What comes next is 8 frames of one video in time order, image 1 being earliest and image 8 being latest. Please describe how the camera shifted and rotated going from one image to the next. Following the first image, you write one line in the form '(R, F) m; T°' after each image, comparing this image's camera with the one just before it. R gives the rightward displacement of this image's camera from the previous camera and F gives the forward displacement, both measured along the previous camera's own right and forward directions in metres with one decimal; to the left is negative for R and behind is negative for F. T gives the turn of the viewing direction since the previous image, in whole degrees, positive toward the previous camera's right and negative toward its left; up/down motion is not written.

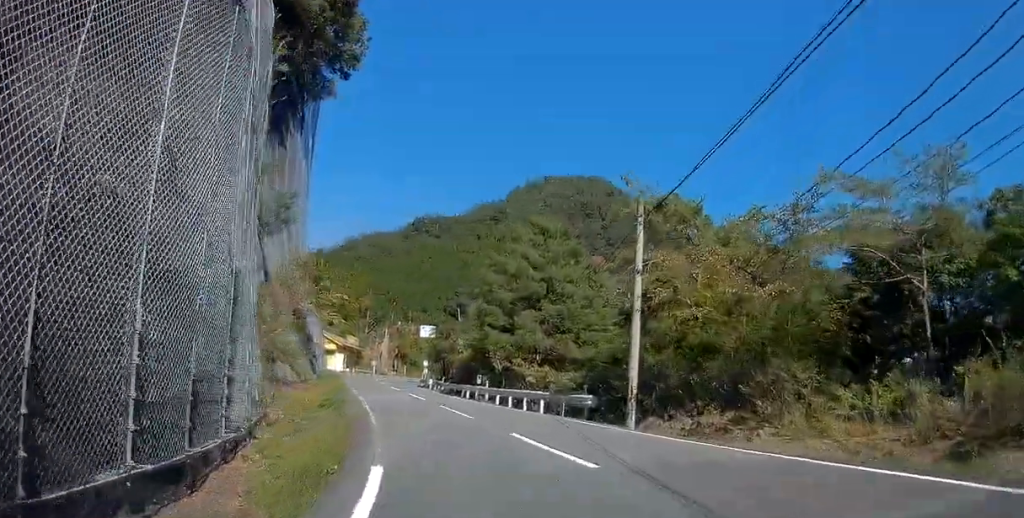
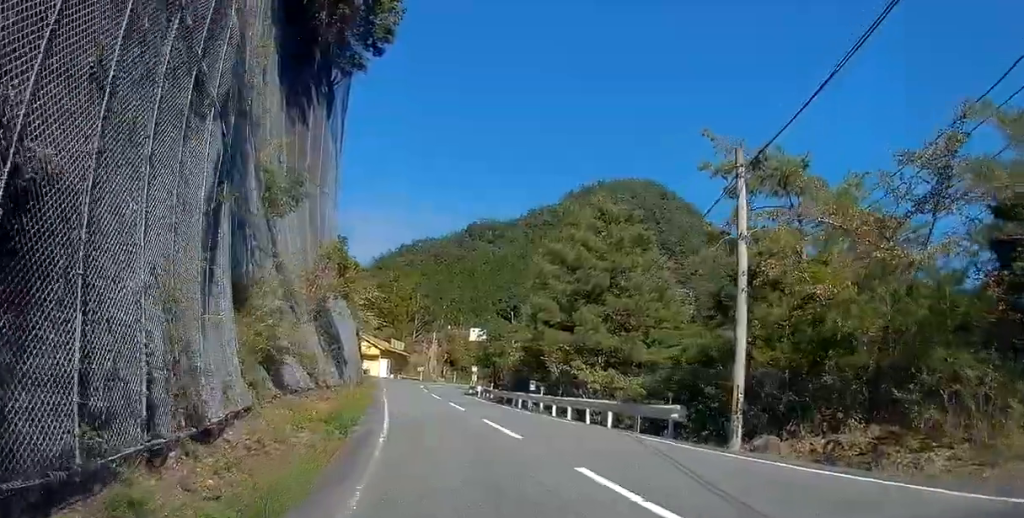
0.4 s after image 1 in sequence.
(-0.8, +4.6) m; -6°
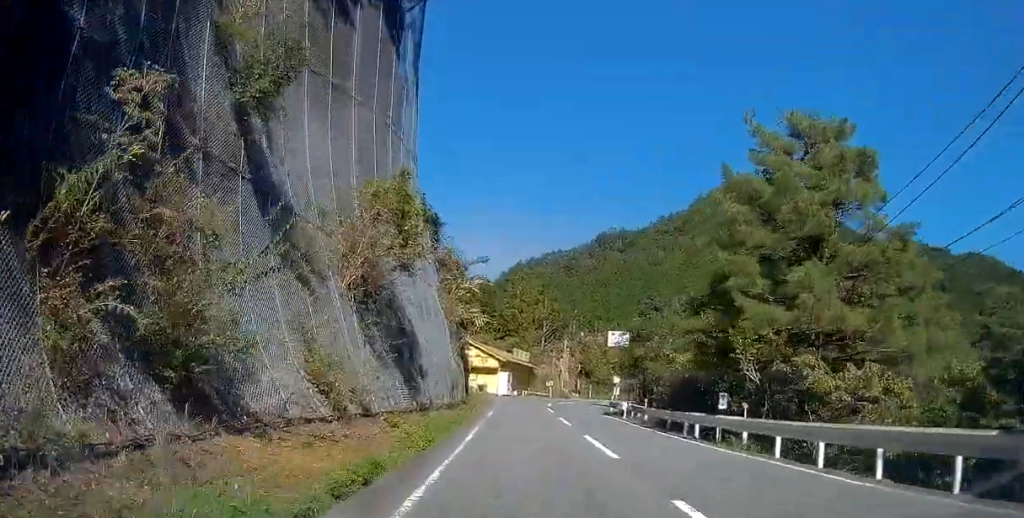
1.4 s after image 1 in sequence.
(-1.6, +11.3) m; -11°
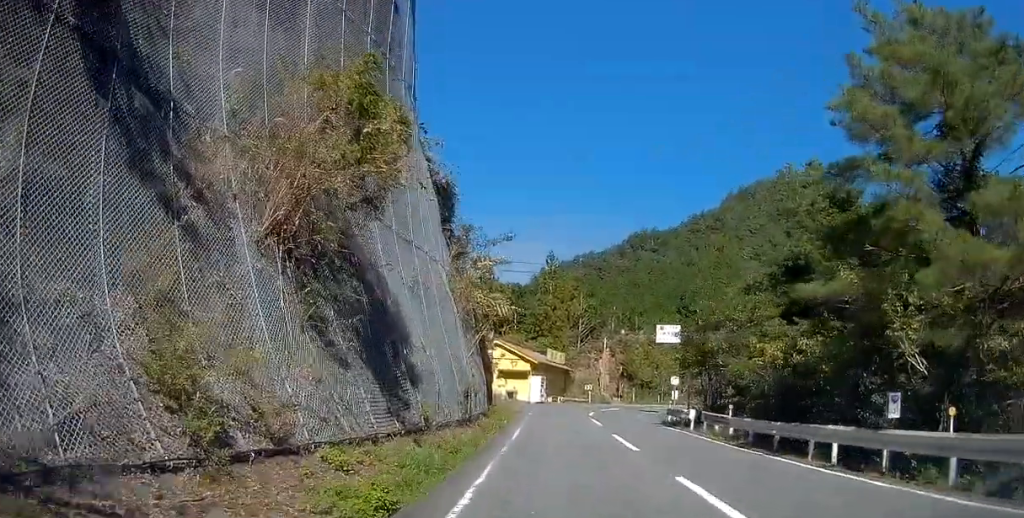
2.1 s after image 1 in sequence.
(-0.3, +7.1) m; -3°
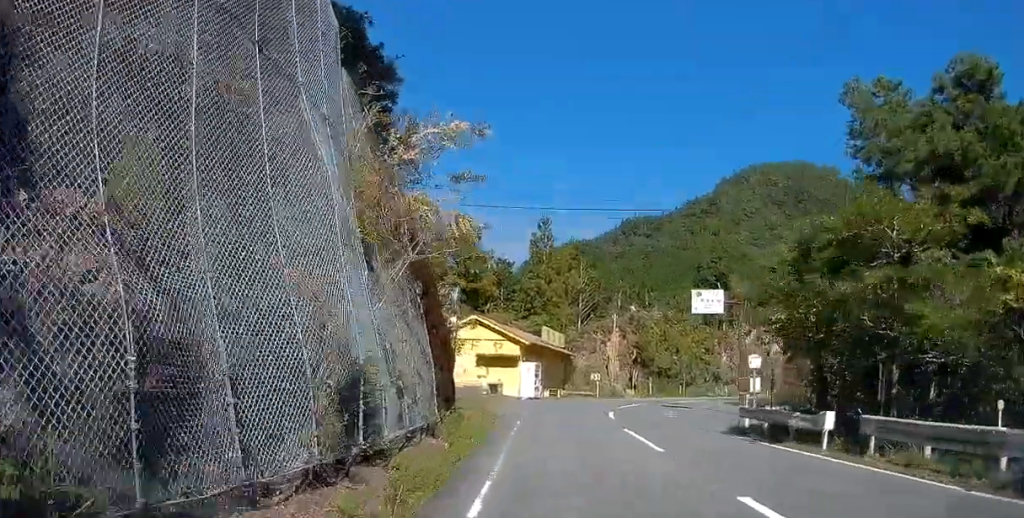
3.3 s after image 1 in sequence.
(+0.1, +11.6) m; +5°
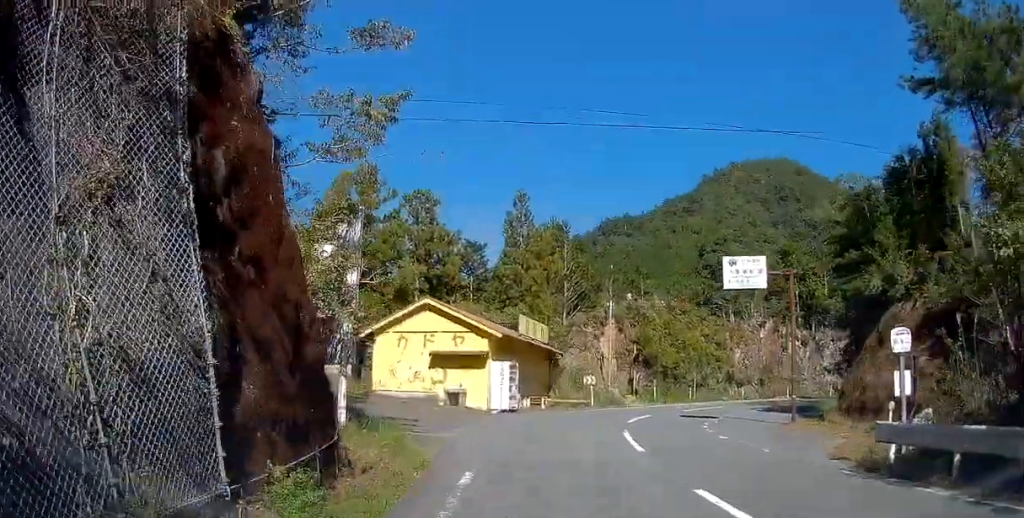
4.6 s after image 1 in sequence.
(+0.7, +8.2) m; +3°
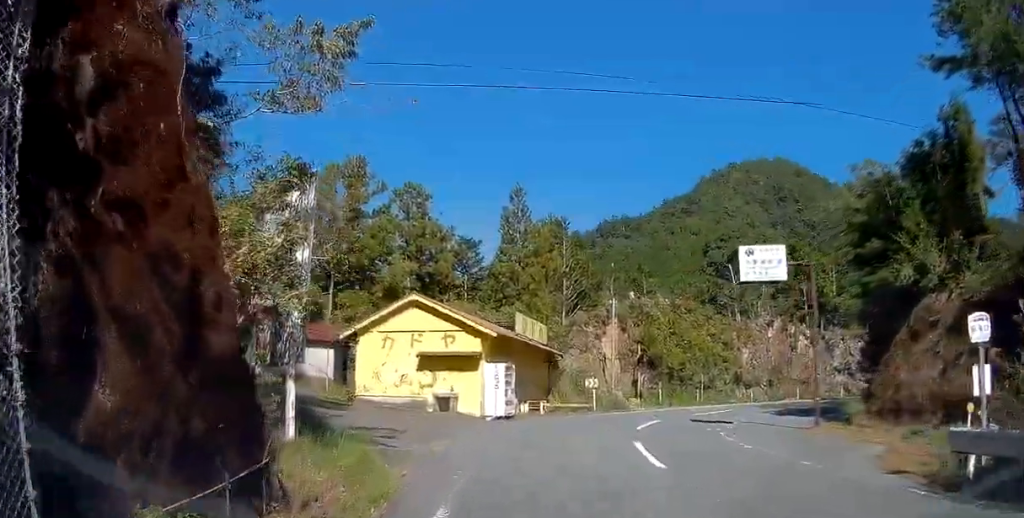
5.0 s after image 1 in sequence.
(+0.2, +2.2) m; -3°
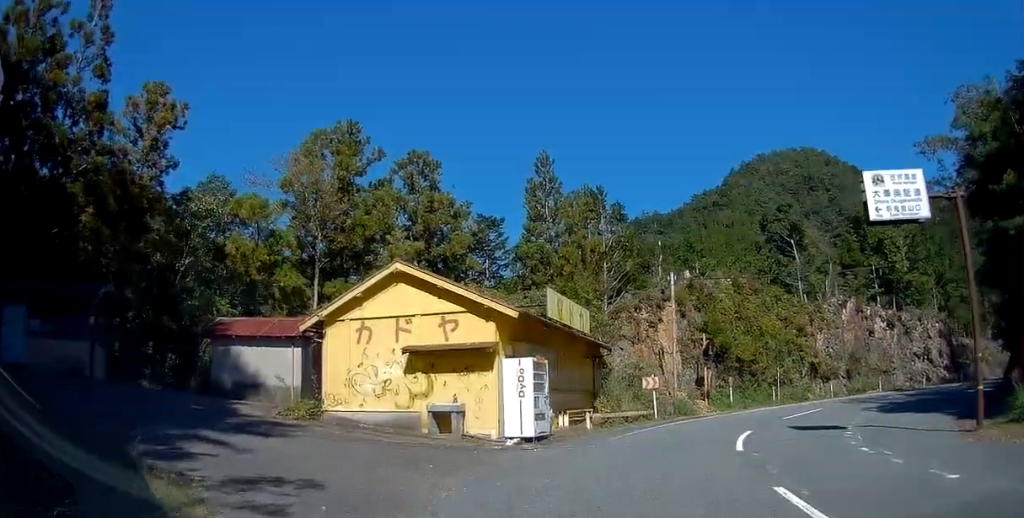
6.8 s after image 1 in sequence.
(-1.6, +5.4) m; -24°
